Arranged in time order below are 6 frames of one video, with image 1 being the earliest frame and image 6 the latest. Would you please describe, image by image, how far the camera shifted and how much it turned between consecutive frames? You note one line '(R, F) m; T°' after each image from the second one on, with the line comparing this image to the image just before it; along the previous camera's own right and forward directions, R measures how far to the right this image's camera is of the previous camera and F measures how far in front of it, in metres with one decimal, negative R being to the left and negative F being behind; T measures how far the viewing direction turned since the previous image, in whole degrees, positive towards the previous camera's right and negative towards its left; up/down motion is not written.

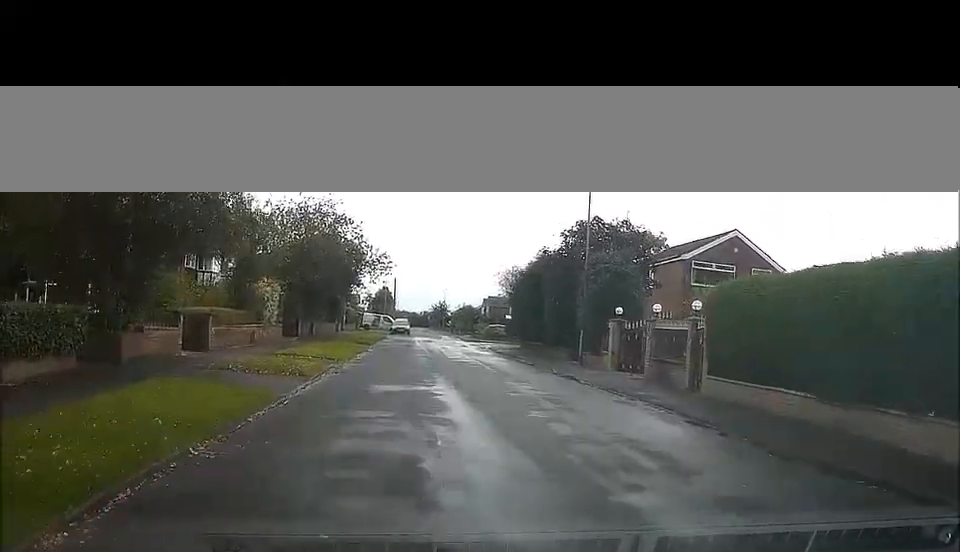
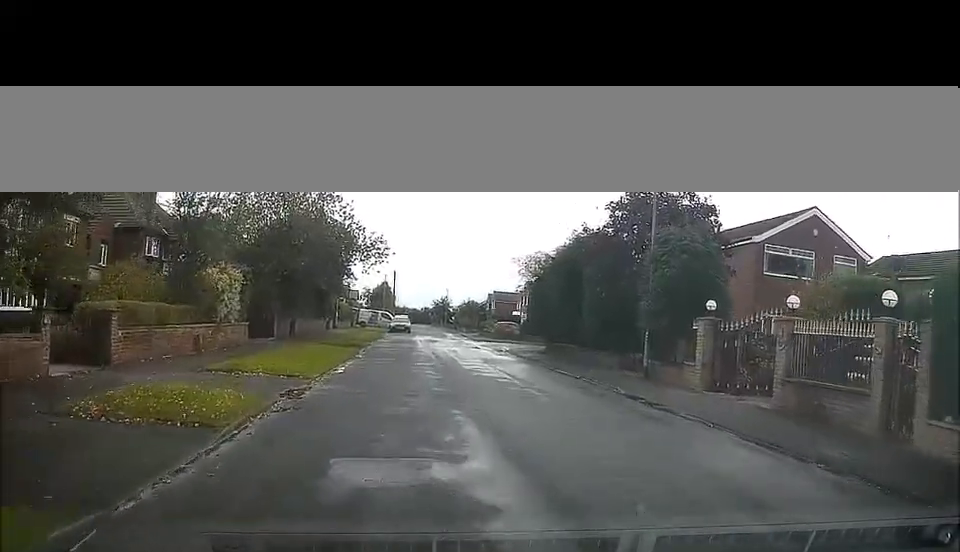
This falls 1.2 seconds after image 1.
(+0.1, +9.1) m; +1°
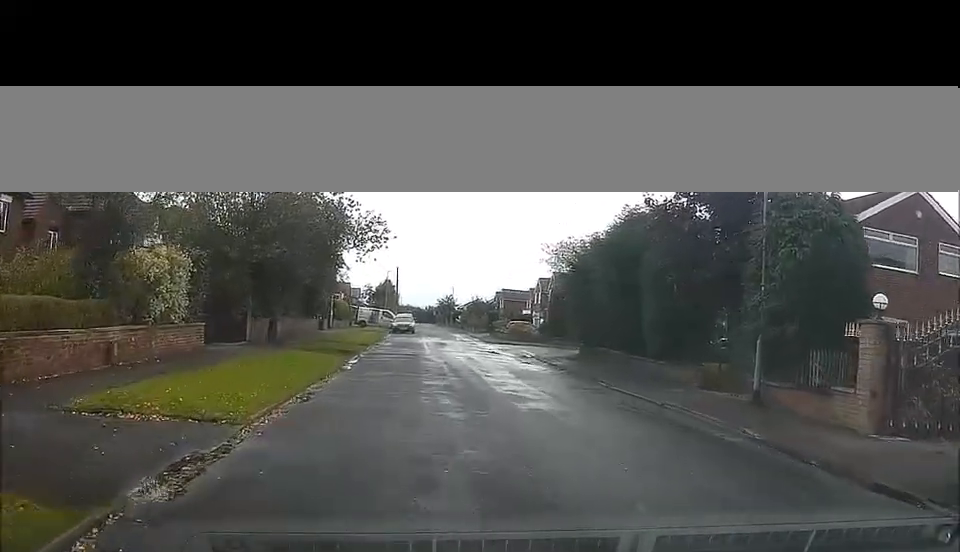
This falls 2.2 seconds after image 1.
(+0.1, +7.8) m; 0°
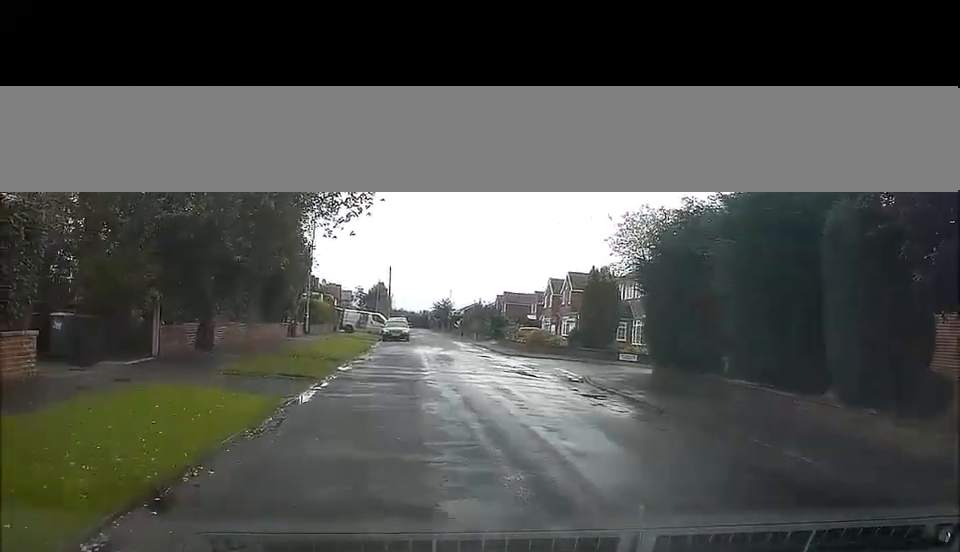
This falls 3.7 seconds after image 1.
(+0.1, +11.0) m; +1°
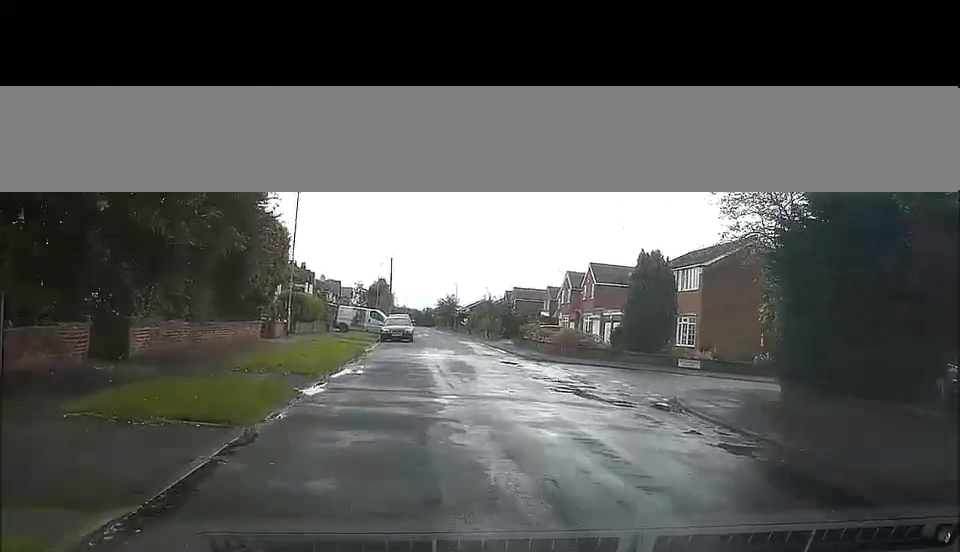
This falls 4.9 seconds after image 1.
(0.0, +8.1) m; -1°
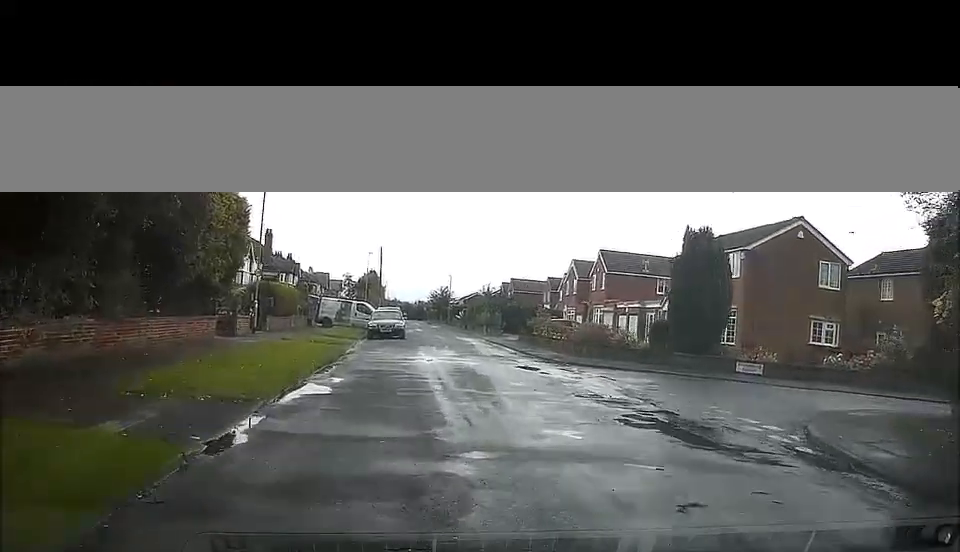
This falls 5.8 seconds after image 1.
(-0.1, +6.6) m; 0°
